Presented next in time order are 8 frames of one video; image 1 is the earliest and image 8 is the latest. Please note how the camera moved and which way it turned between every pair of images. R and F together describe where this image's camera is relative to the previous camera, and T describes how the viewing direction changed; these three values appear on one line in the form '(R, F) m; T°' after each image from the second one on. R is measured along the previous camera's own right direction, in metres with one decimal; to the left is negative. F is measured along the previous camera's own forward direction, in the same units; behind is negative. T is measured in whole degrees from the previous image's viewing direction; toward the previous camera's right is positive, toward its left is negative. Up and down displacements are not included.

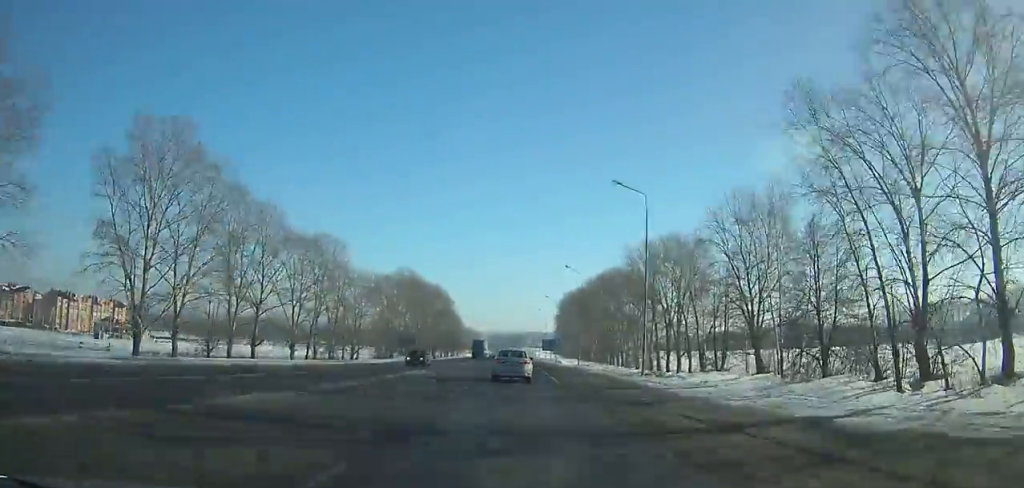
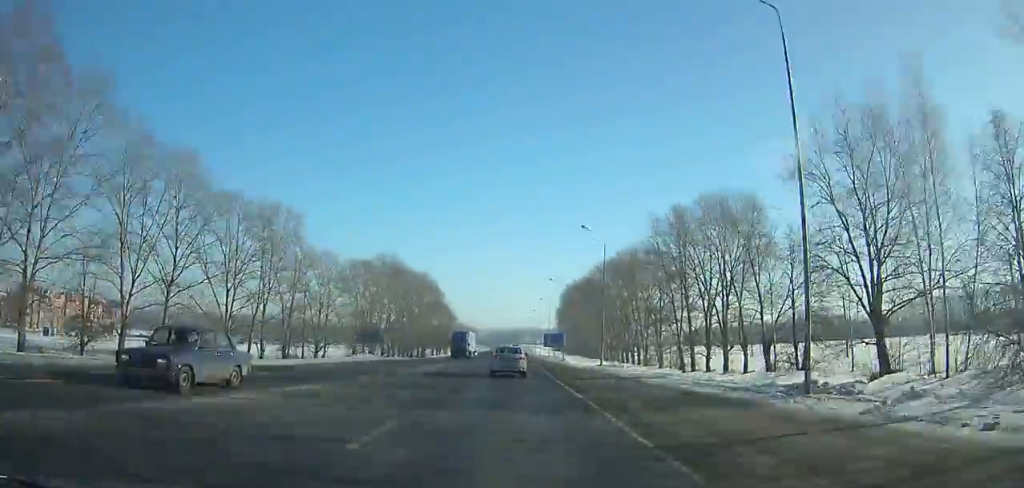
(+0.2, +21.6) m; 0°
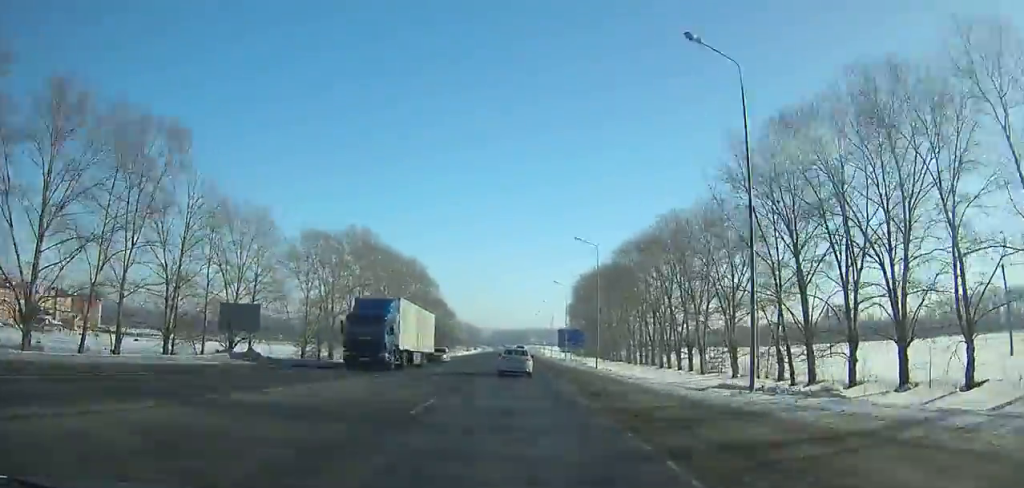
(0.0, +31.8) m; 0°
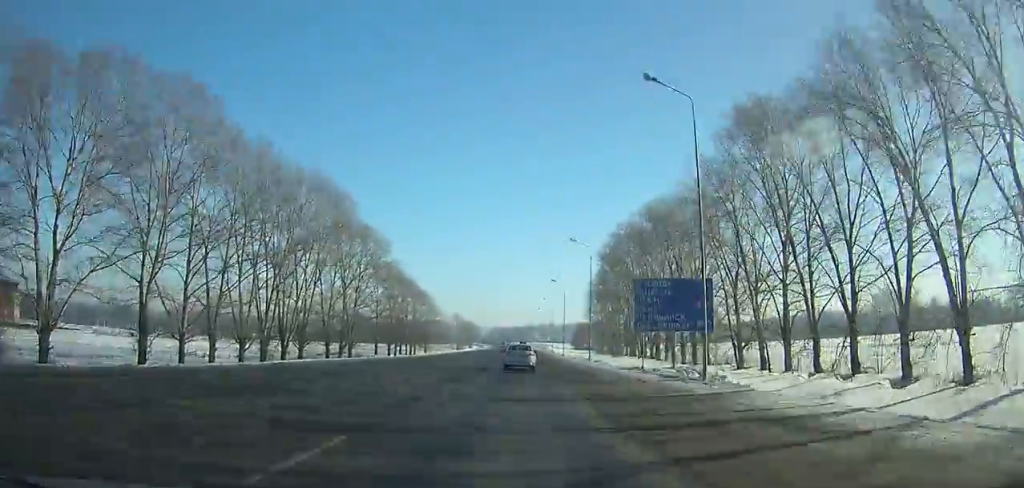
(-0.6, +69.0) m; -1°
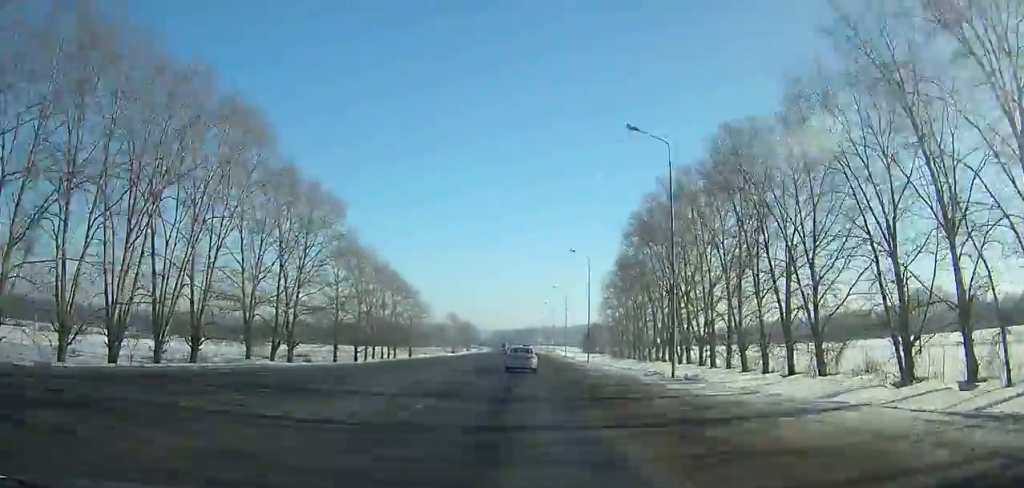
(-0.1, +29.7) m; 0°
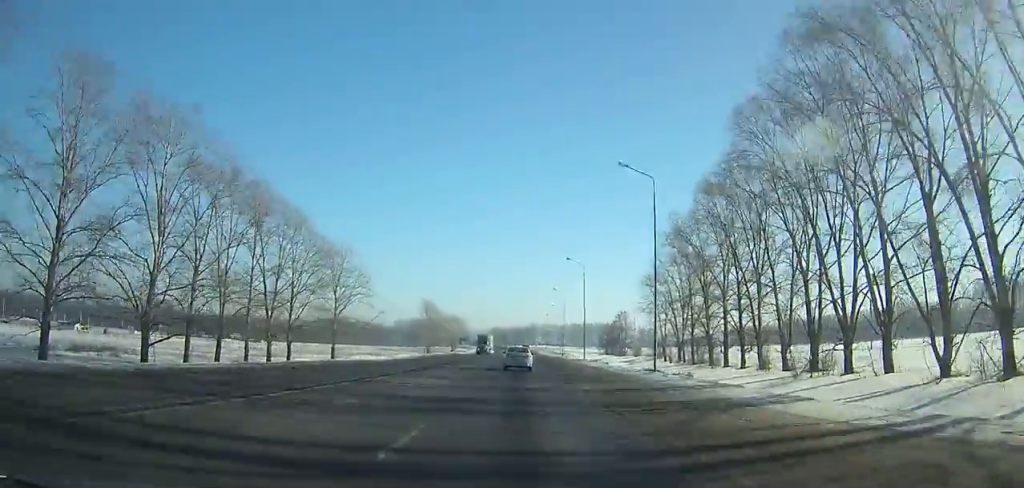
(-0.1, +65.5) m; 0°
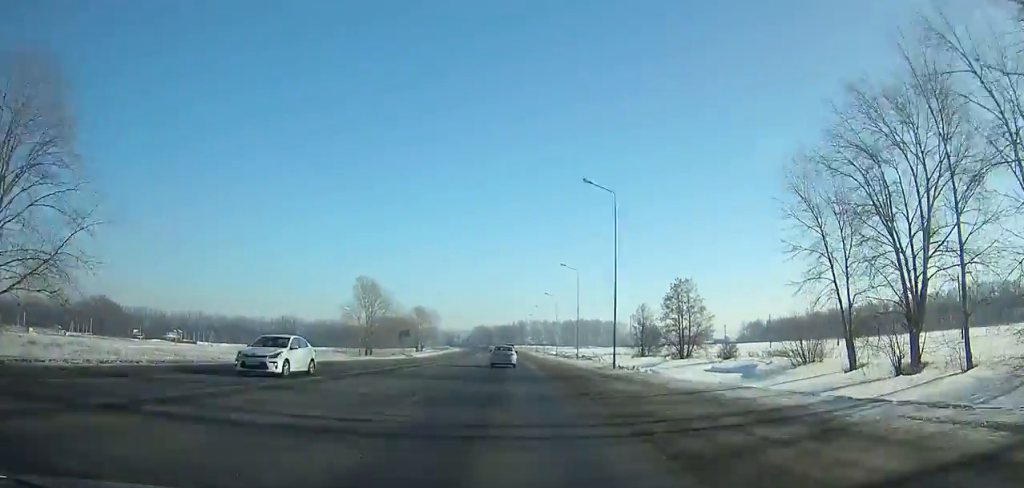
(+0.4, +67.5) m; 0°
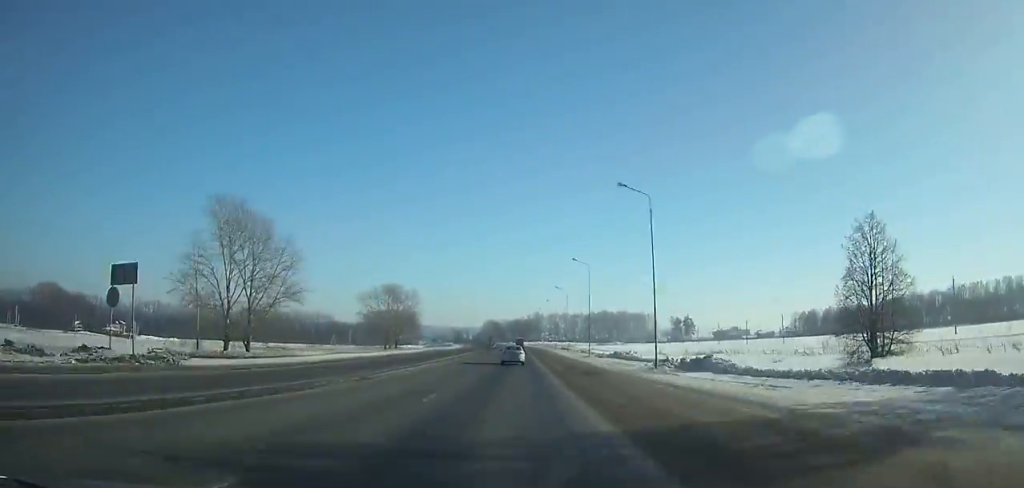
(-0.5, +71.4) m; -1°
